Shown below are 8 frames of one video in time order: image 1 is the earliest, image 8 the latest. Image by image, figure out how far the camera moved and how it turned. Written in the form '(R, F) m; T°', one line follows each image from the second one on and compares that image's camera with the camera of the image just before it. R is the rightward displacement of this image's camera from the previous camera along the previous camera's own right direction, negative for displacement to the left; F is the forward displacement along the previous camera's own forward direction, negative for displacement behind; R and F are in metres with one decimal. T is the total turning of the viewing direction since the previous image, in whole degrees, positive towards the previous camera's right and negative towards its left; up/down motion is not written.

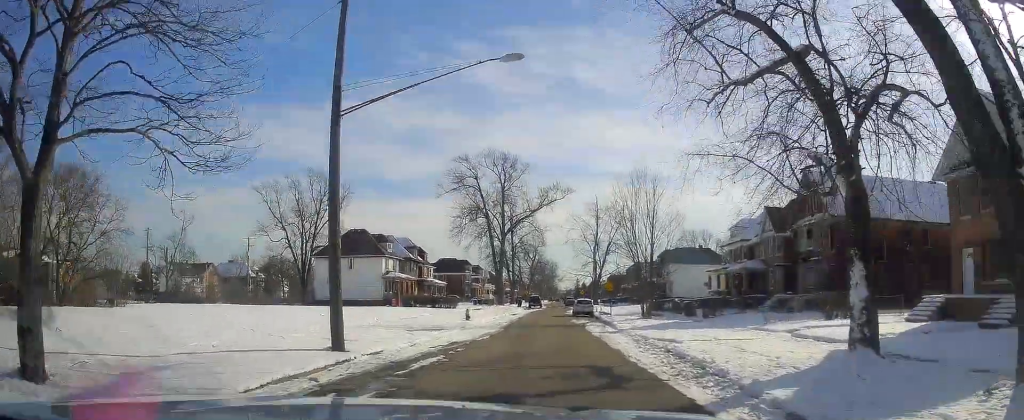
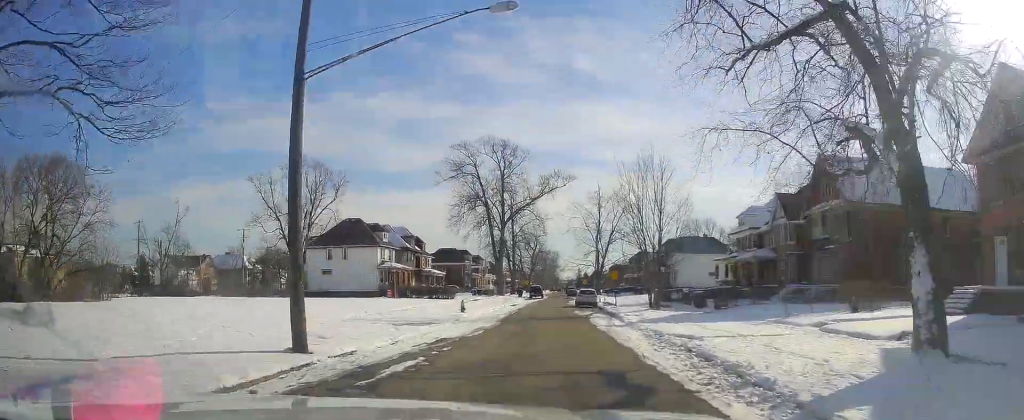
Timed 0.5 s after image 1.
(+0.1, +2.8) m; +2°
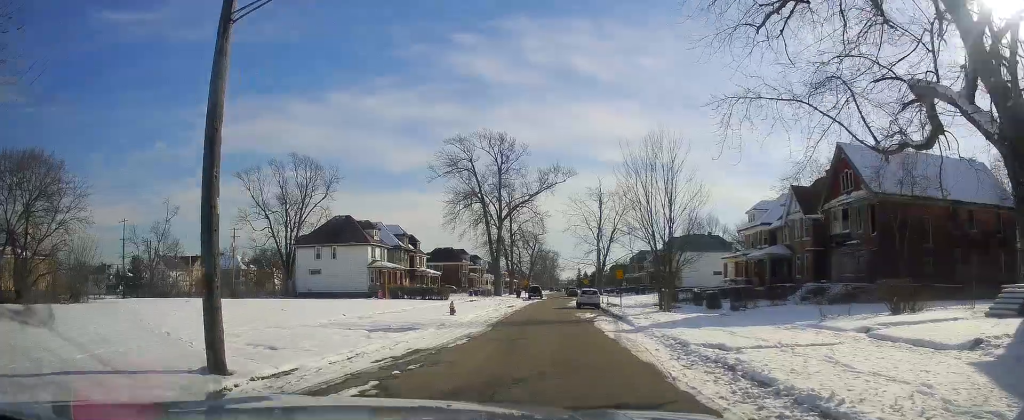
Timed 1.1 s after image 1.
(0.0, +3.7) m; +2°
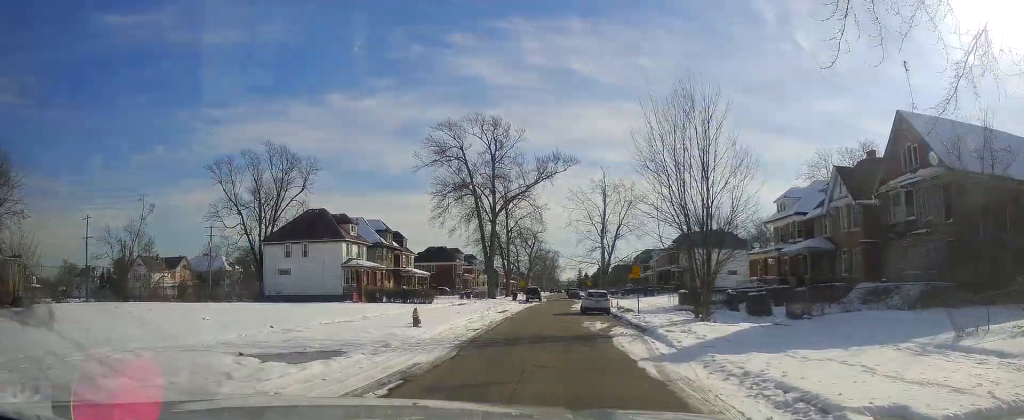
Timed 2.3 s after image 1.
(+0.1, +7.2) m; -1°
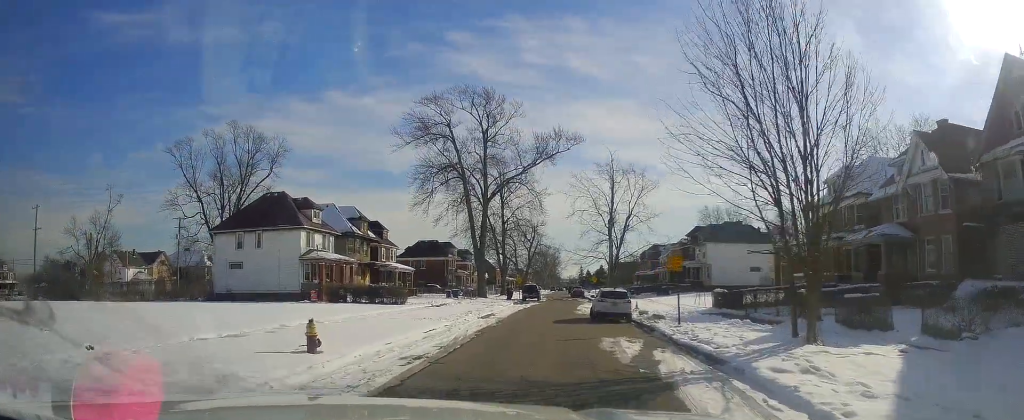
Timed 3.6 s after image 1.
(-0.1, +8.6) m; 0°
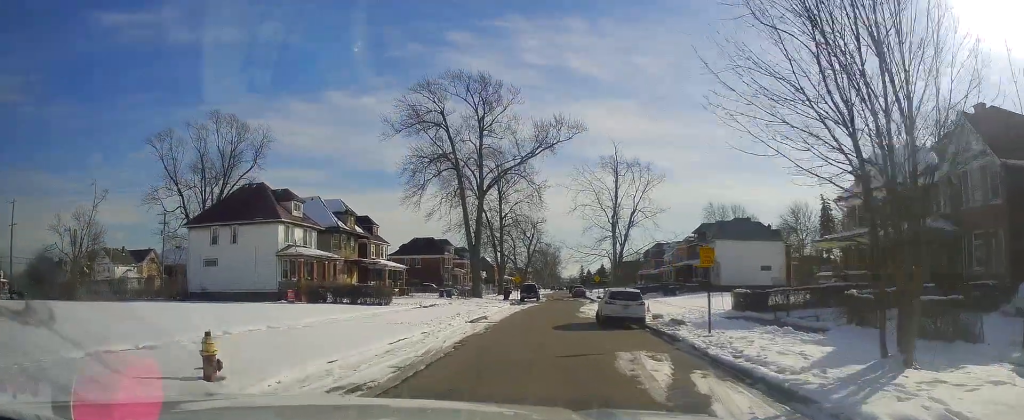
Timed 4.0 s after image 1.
(+0.1, +3.7) m; 0°
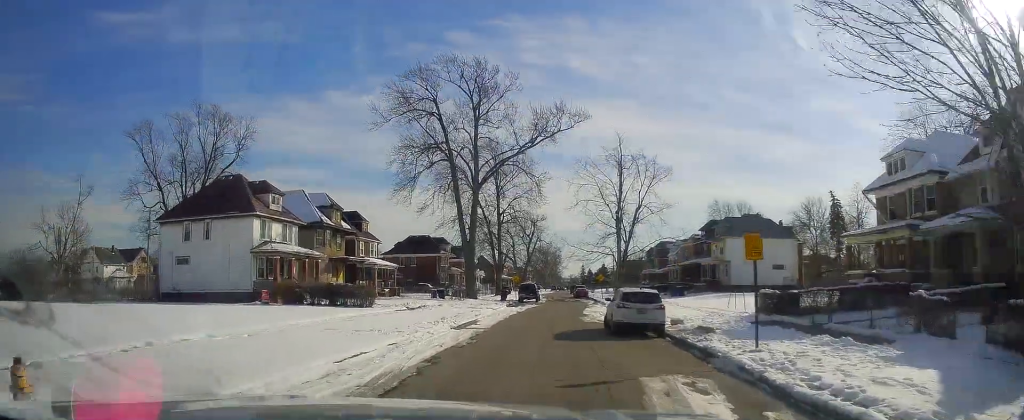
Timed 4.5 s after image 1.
(0.0, +3.9) m; -1°
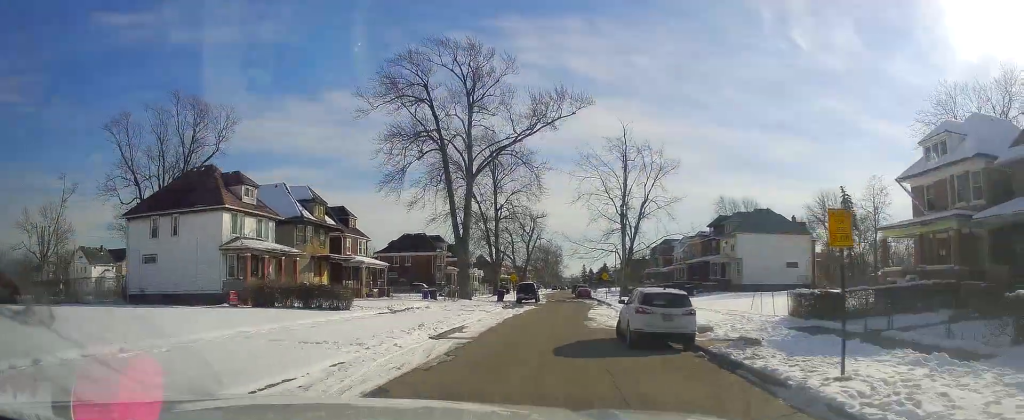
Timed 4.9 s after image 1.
(+0.1, +3.9) m; -1°
